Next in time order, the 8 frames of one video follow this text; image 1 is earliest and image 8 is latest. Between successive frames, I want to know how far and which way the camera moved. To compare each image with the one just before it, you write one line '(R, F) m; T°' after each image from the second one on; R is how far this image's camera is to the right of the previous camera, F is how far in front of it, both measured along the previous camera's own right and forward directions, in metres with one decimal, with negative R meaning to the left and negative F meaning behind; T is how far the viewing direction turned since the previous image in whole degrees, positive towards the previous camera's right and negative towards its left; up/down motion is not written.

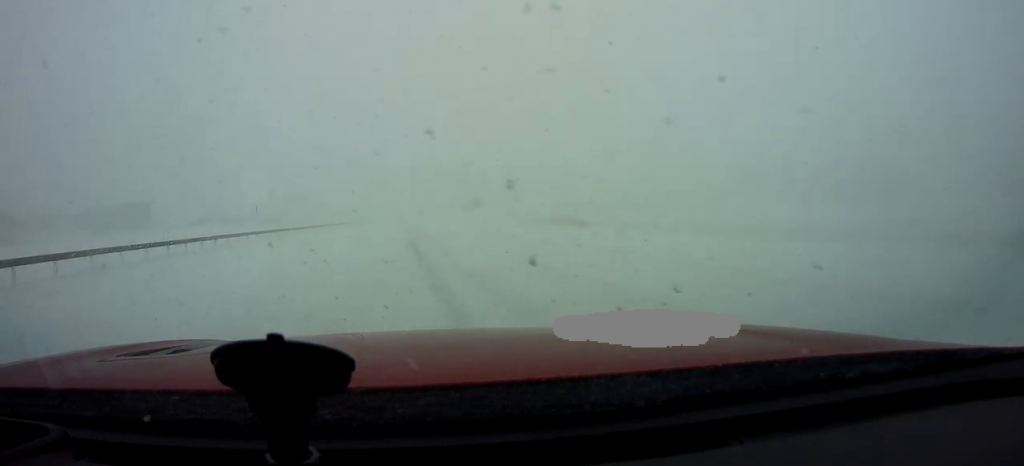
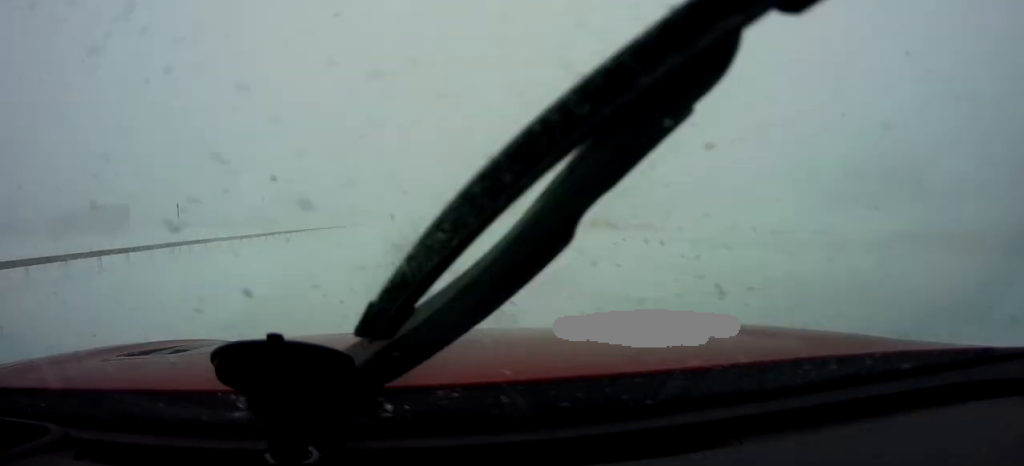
(+0.1, +12.2) m; +1°
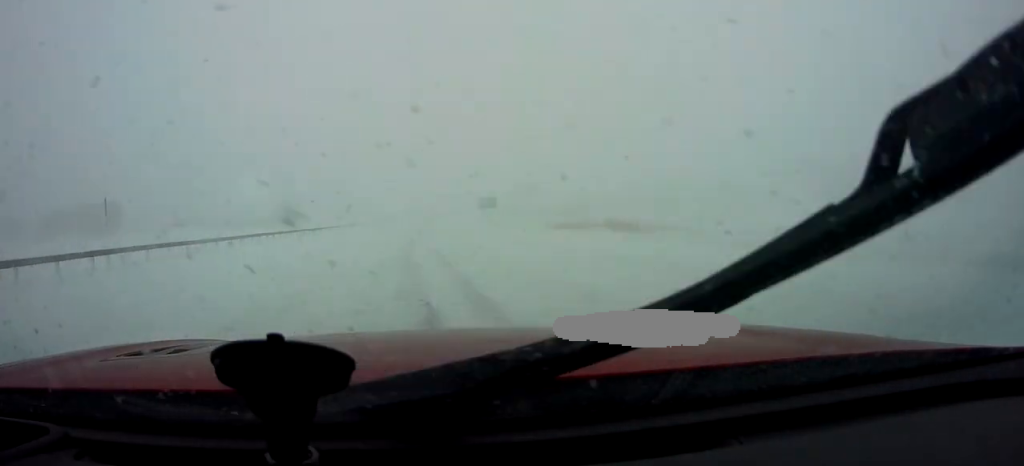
(+0.1, +5.9) m; +1°
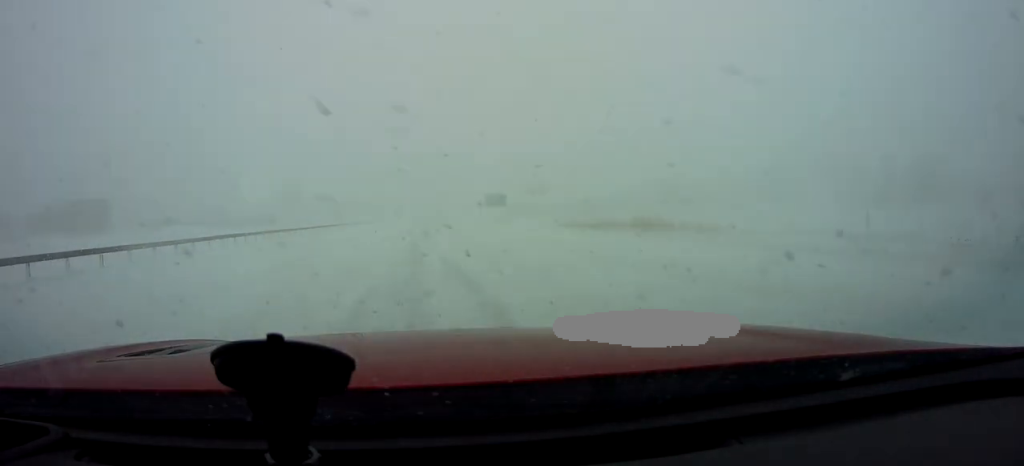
(0.0, +6.8) m; 0°
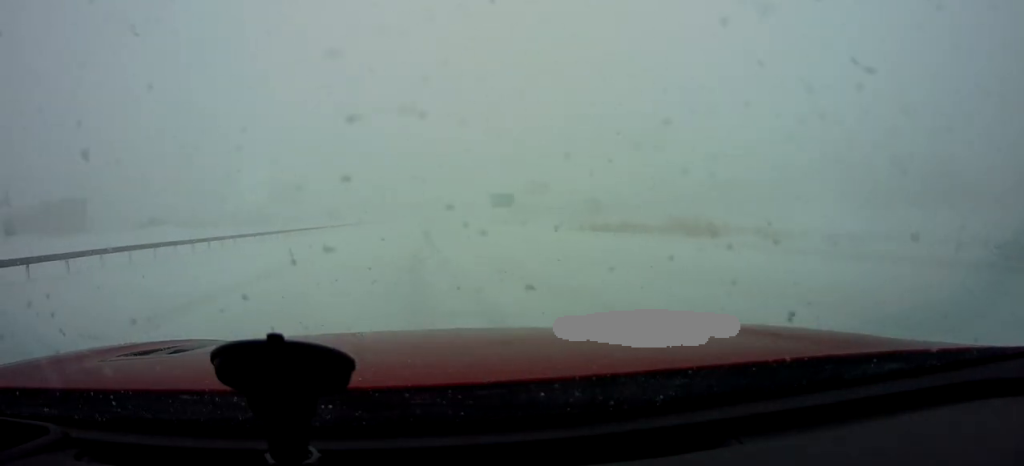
(0.0, +8.9) m; -1°
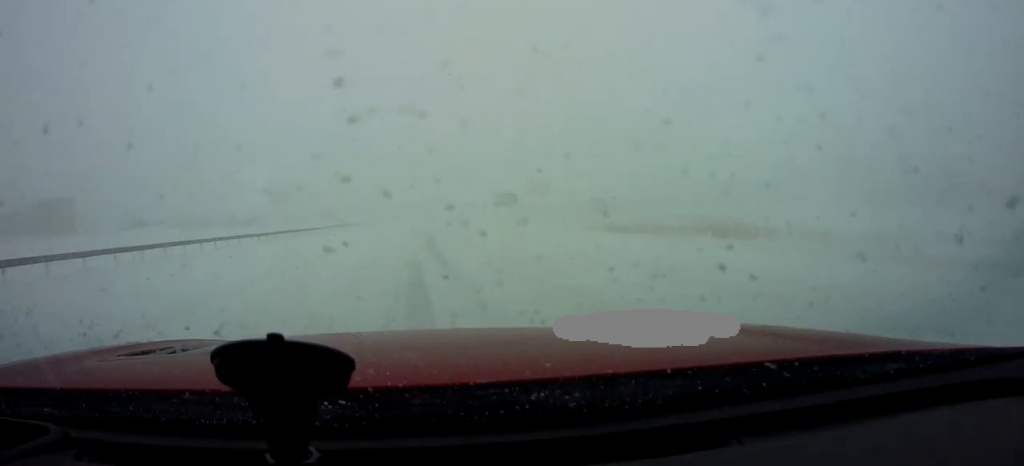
(-0.1, +4.6) m; 0°
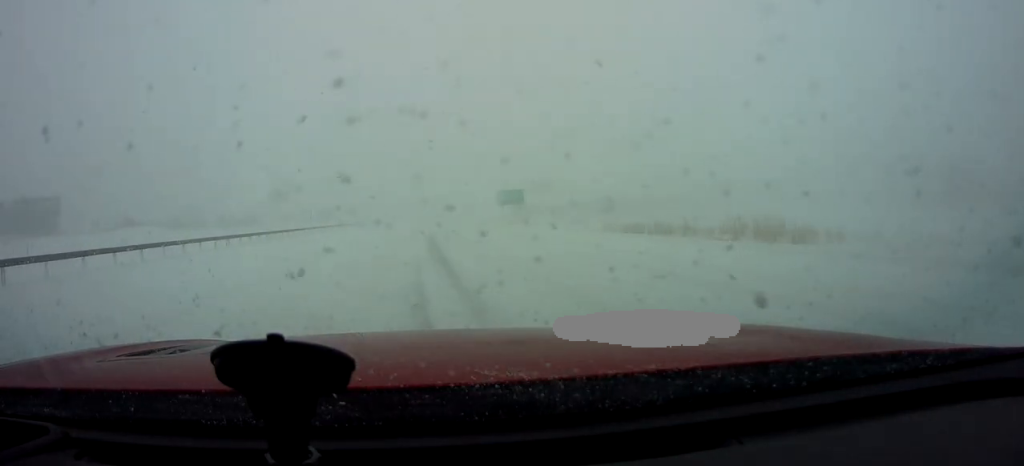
(0.0, +5.4) m; 0°
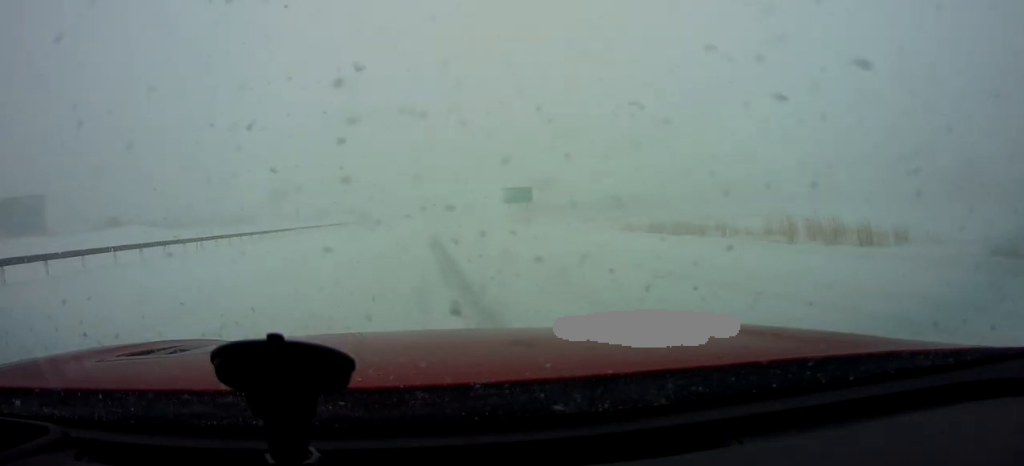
(+0.1, +5.4) m; +1°
